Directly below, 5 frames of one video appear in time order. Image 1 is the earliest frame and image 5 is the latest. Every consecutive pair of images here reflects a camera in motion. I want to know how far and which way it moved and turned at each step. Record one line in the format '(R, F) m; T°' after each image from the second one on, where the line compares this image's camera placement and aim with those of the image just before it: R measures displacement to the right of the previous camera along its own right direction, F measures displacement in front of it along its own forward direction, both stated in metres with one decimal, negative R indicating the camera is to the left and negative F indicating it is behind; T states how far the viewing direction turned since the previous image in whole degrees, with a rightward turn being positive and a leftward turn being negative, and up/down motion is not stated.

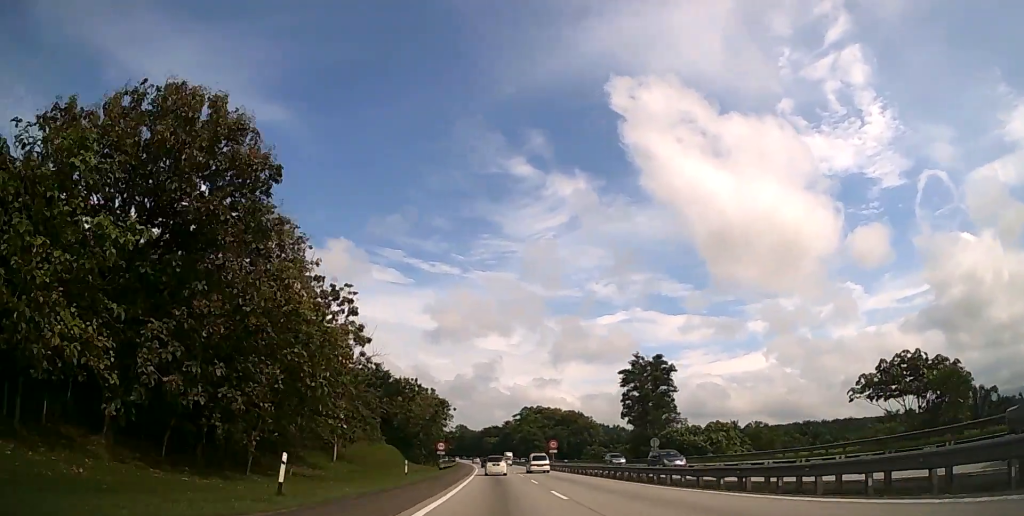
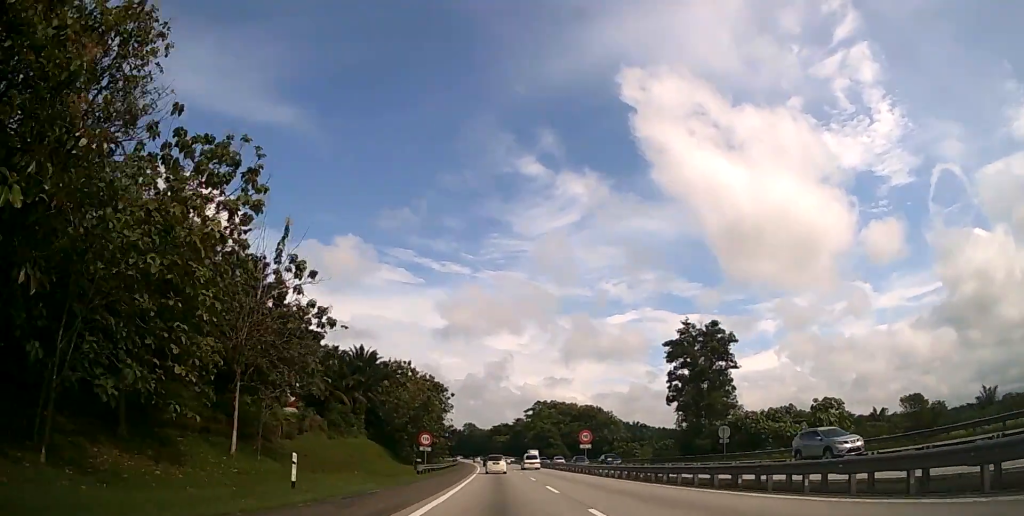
(-0.2, +21.4) m; -1°
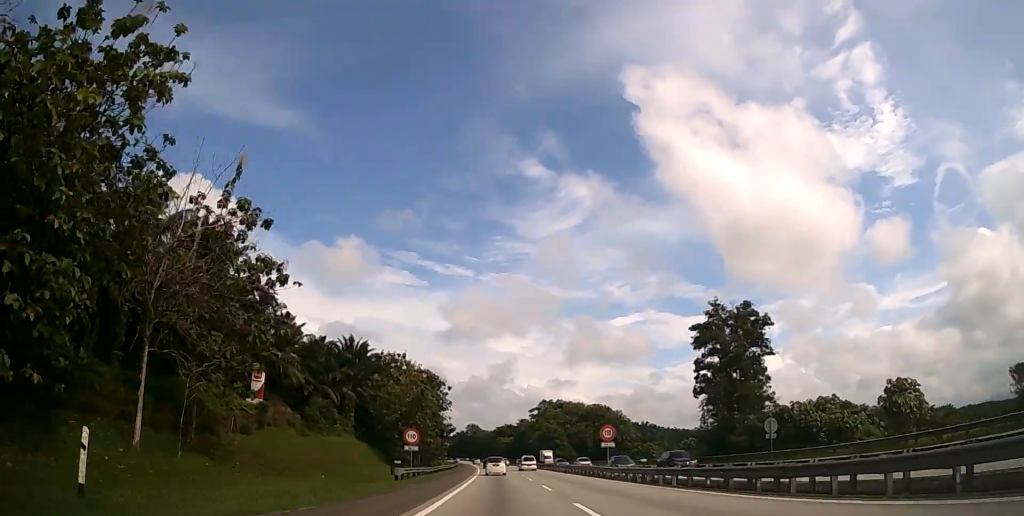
(0.0, +9.3) m; 0°
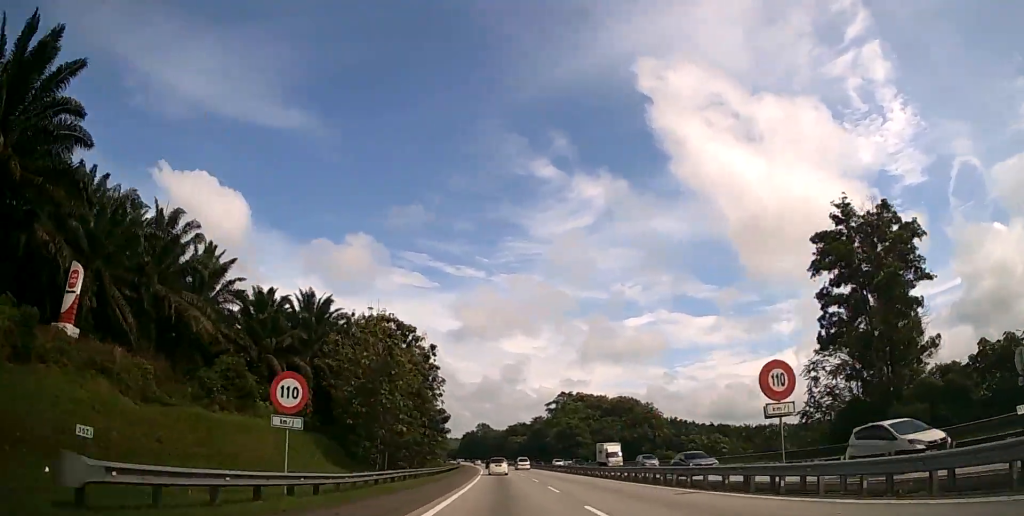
(-0.3, +25.3) m; -1°
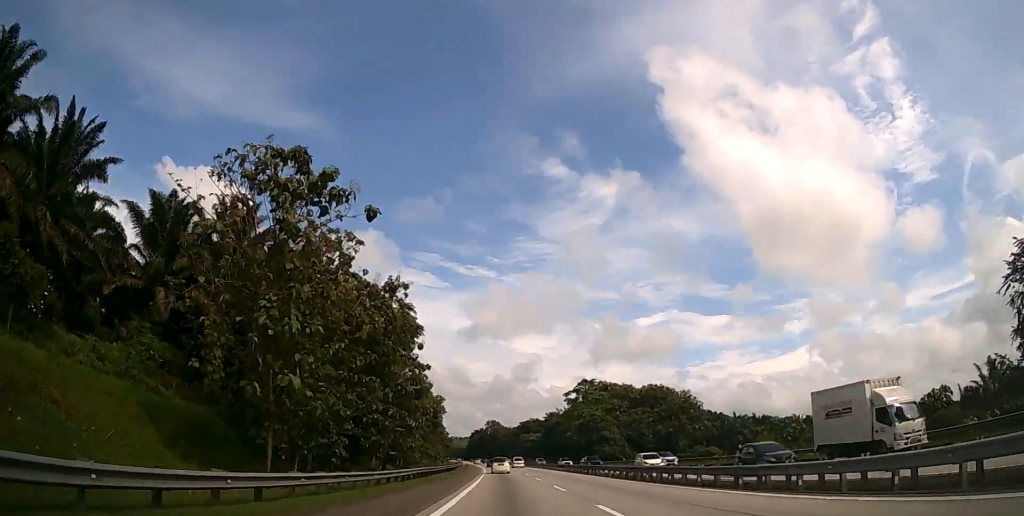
(-0.3, +24.6) m; -1°
